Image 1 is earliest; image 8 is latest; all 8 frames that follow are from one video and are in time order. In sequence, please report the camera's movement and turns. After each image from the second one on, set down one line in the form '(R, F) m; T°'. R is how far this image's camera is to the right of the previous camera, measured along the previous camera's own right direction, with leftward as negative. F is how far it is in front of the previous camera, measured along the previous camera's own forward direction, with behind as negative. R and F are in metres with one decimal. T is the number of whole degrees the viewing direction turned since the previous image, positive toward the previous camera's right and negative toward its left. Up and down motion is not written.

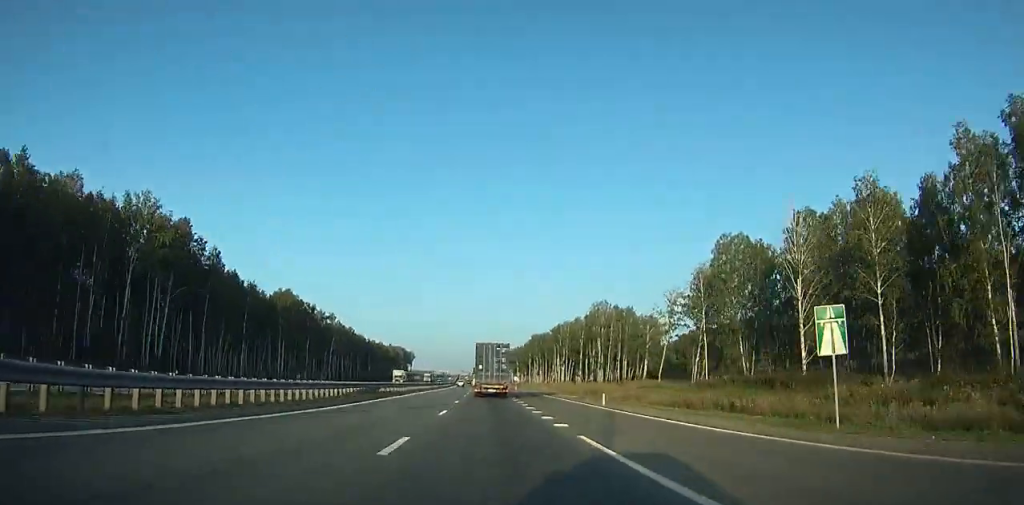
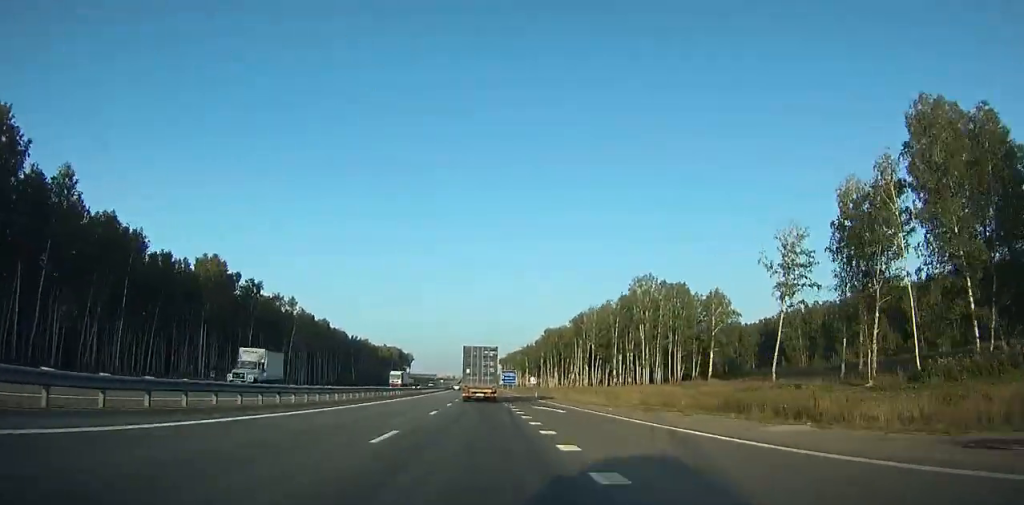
(+1.8, +47.2) m; -2°
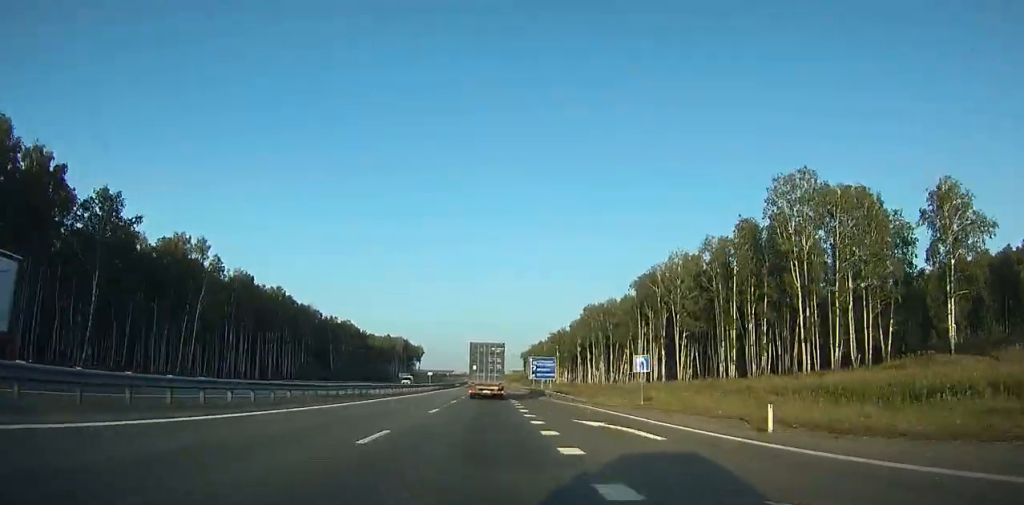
(-5.1, +60.9) m; -3°
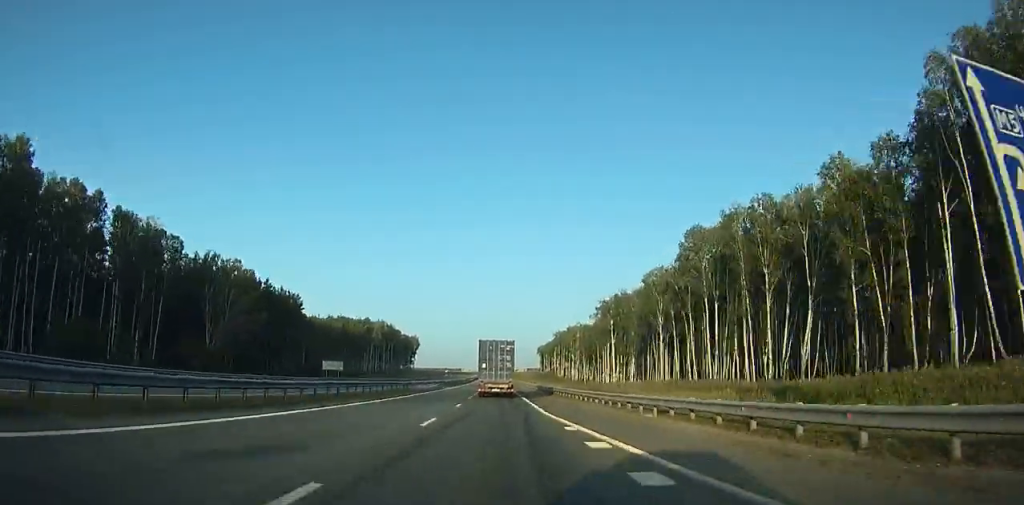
(+1.2, +90.1) m; +1°
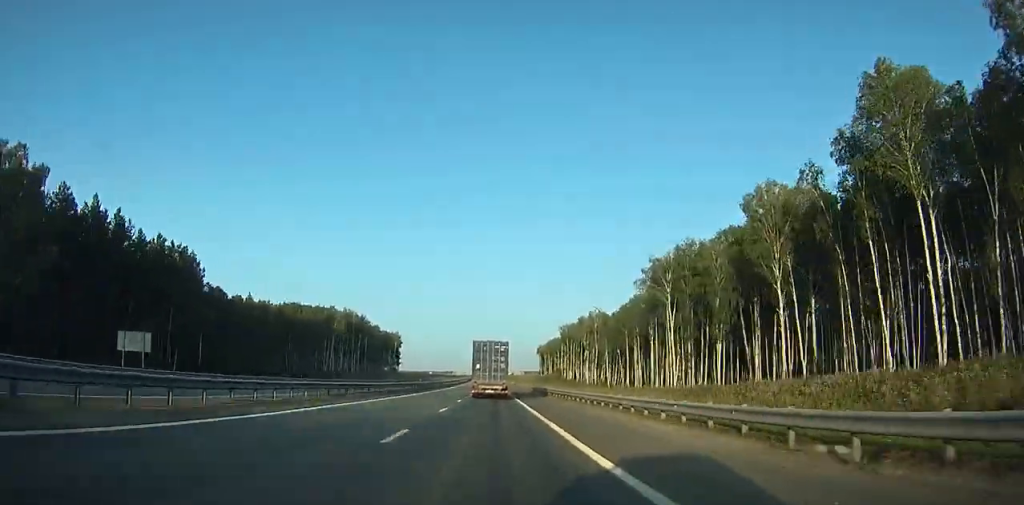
(+0.1, +51.2) m; 0°
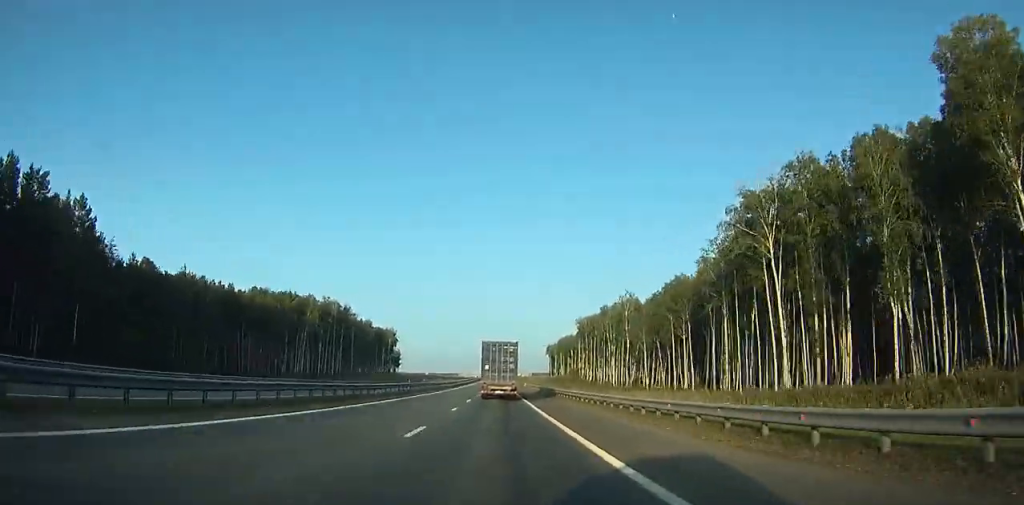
(-0.2, +34.4) m; 0°
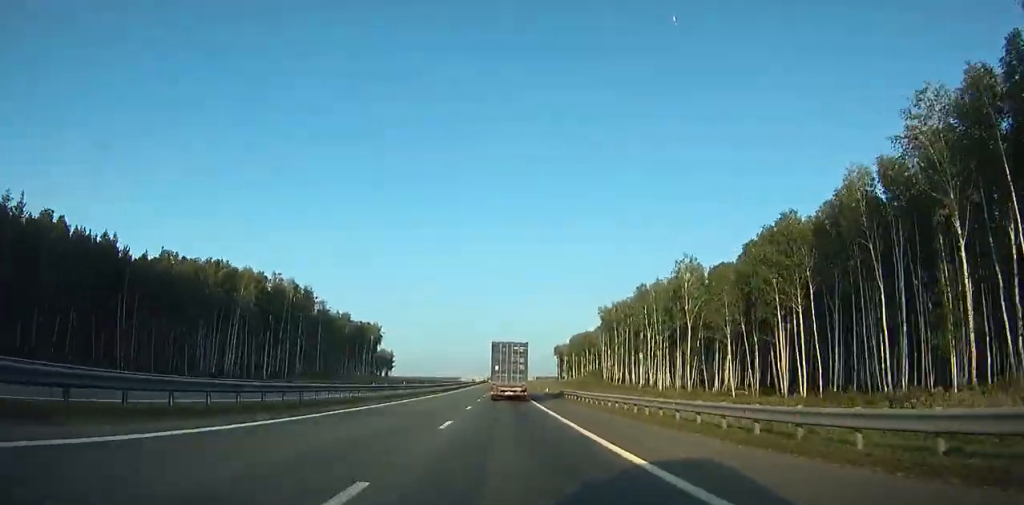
(-0.3, +44.4) m; 0°
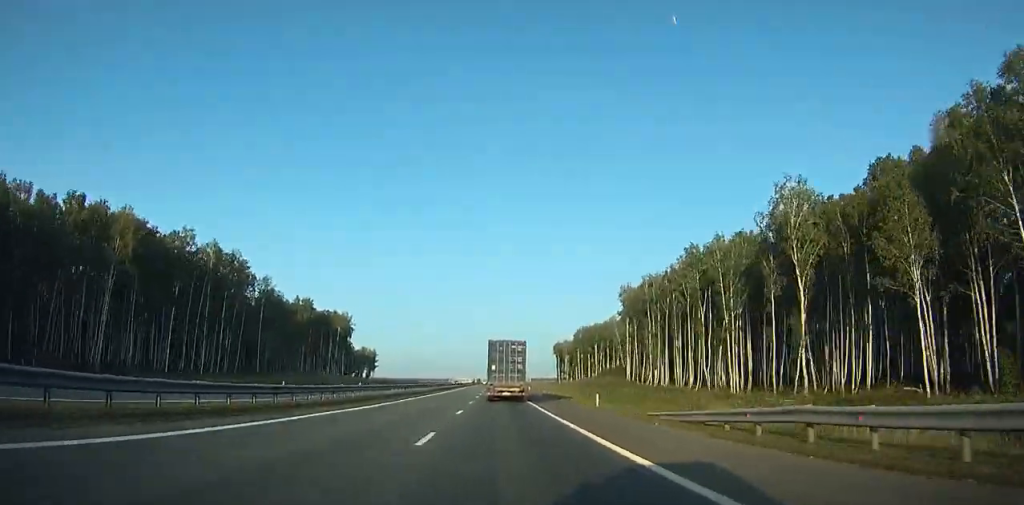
(0.0, +40.2) m; 0°
